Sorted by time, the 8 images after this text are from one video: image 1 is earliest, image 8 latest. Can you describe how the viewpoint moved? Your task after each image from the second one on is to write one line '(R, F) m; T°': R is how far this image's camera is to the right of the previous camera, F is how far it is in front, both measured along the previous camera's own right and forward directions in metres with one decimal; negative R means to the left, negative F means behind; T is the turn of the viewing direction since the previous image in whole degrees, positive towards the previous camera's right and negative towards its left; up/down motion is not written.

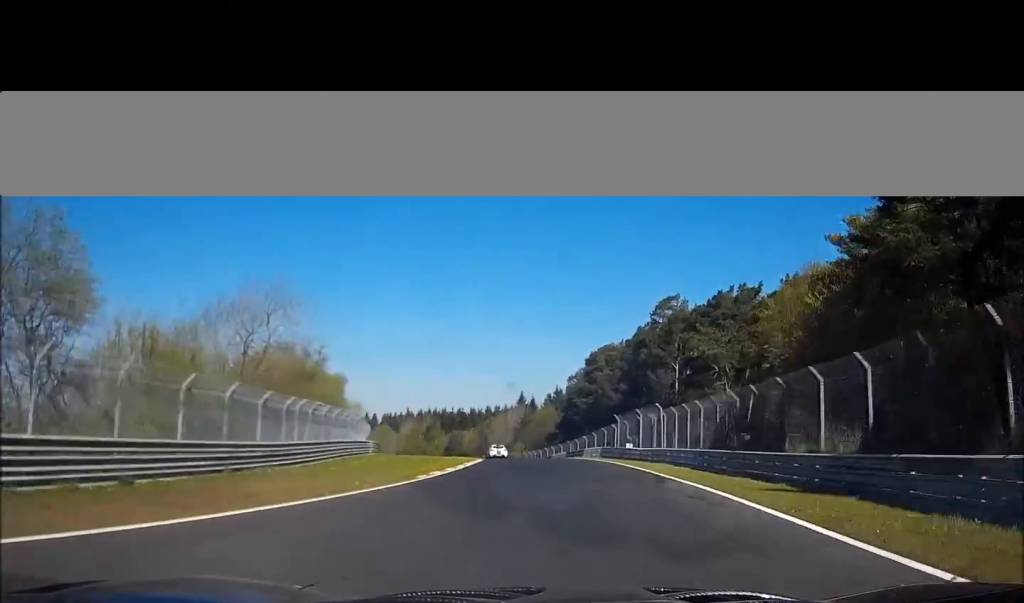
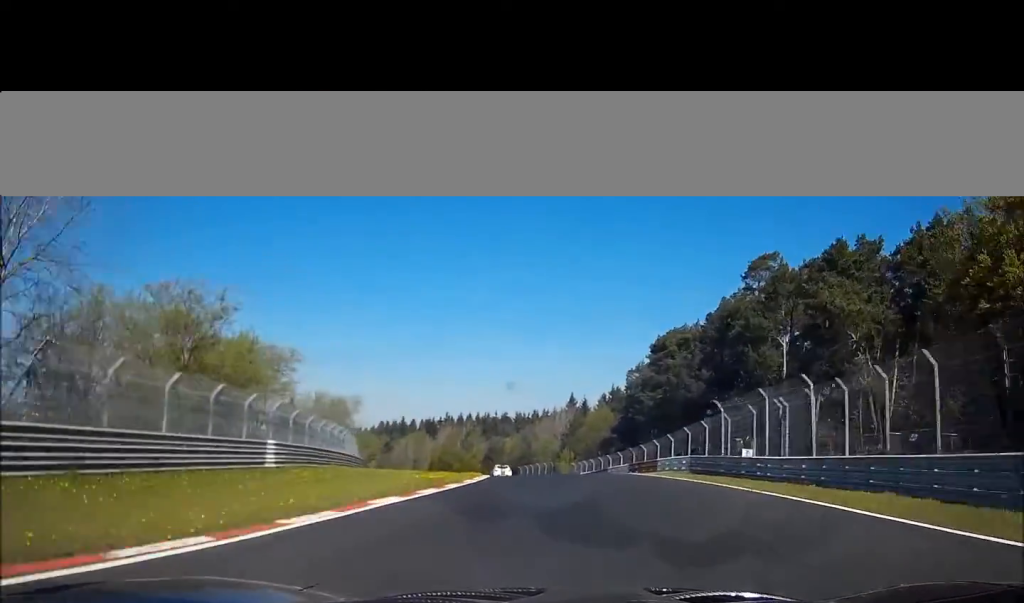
(0.0, +25.3) m; 0°
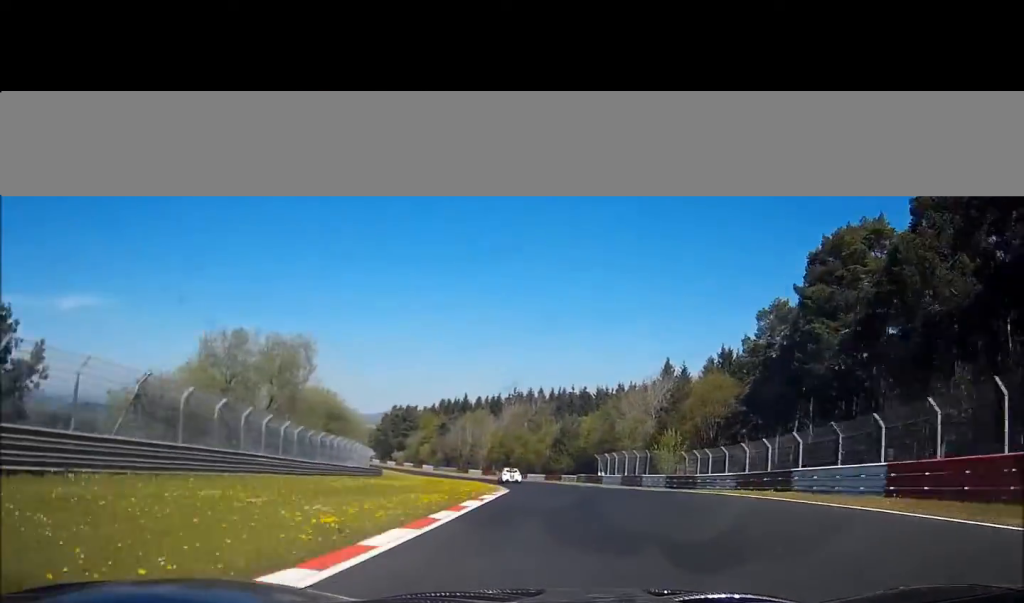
(0.0, +37.5) m; 0°
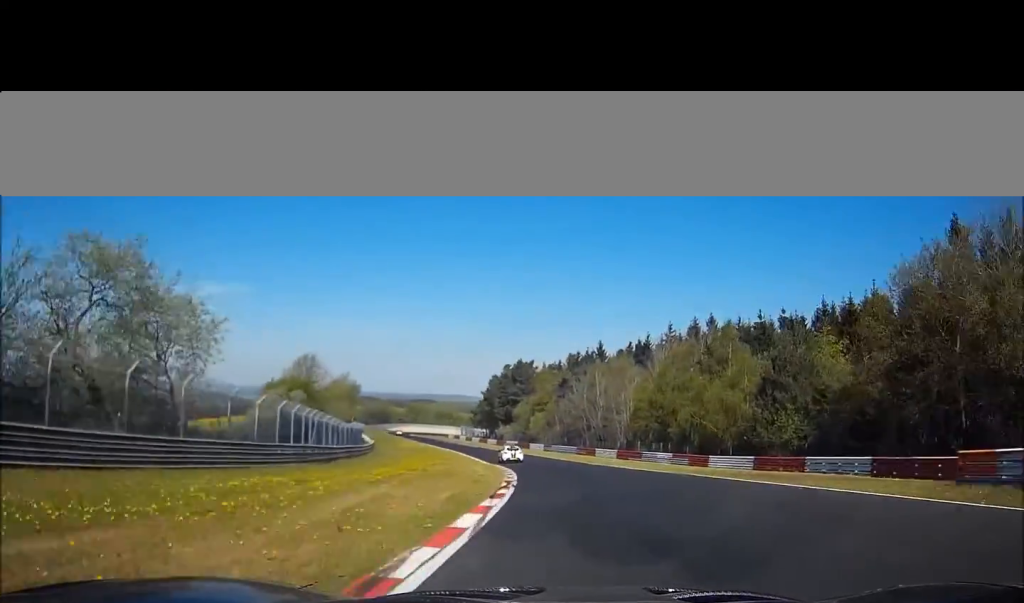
(0.0, +66.5) m; -2°
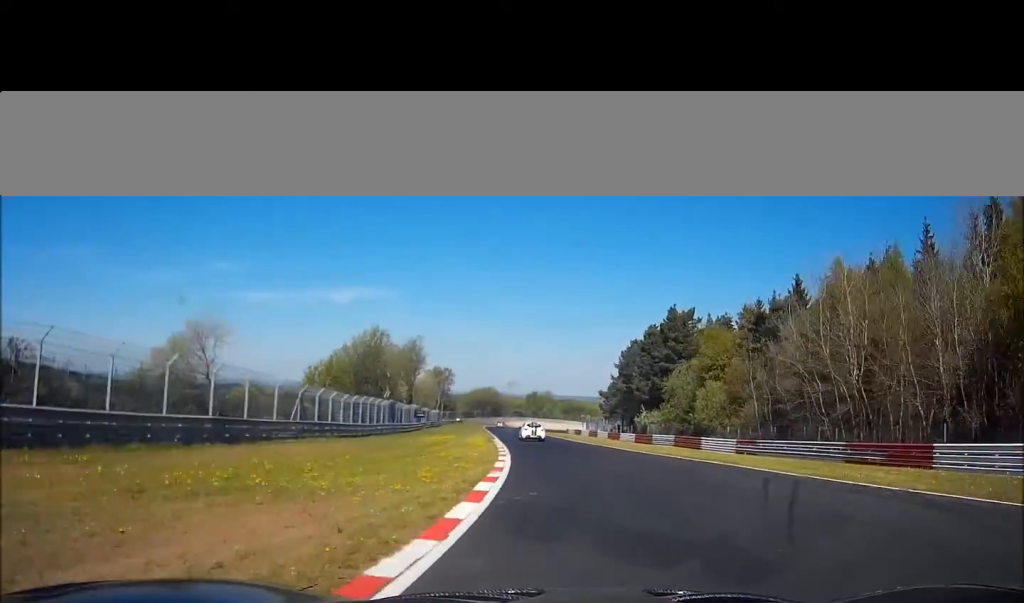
(-8.0, +56.4) m; -19°
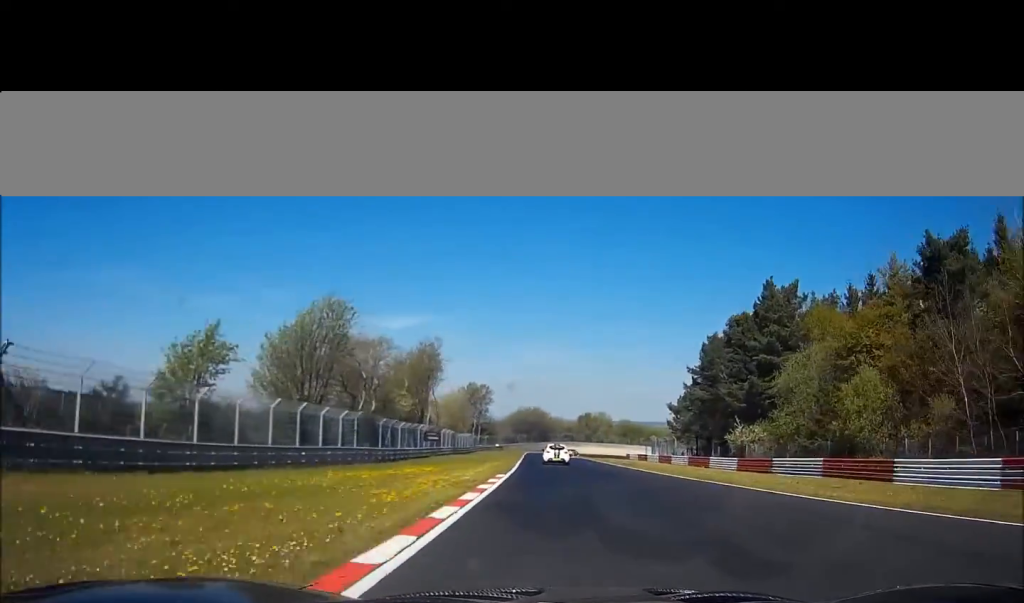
(-2.6, +26.7) m; -7°
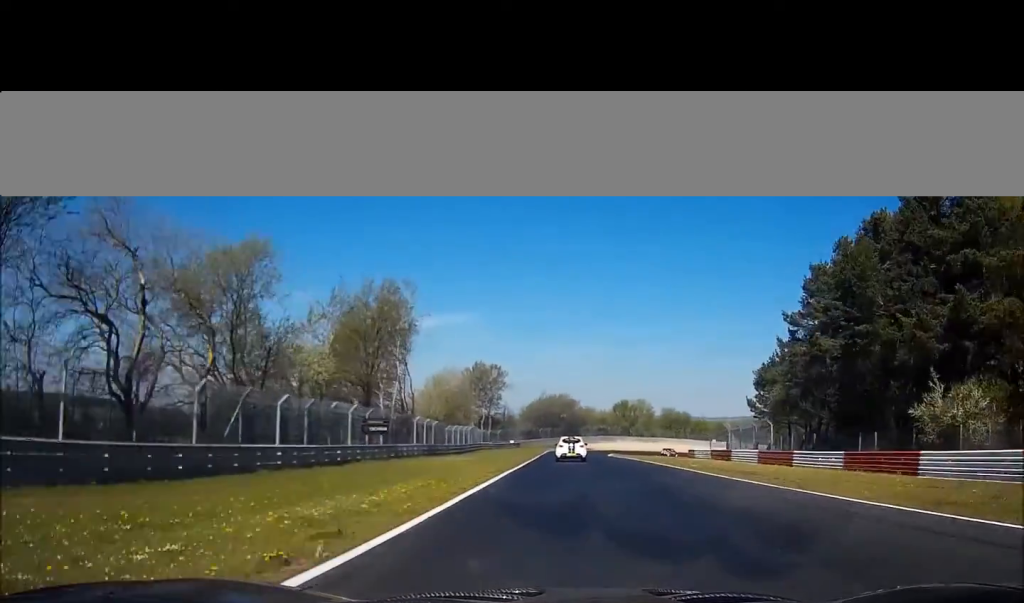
(-1.0, +31.9) m; -2°
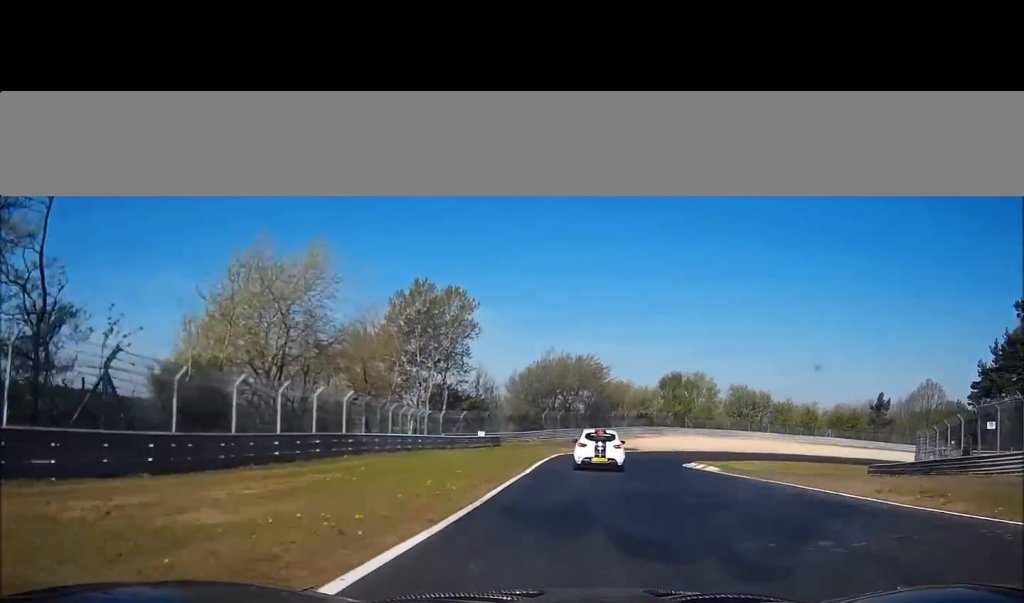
(-0.2, +55.8) m; +3°
